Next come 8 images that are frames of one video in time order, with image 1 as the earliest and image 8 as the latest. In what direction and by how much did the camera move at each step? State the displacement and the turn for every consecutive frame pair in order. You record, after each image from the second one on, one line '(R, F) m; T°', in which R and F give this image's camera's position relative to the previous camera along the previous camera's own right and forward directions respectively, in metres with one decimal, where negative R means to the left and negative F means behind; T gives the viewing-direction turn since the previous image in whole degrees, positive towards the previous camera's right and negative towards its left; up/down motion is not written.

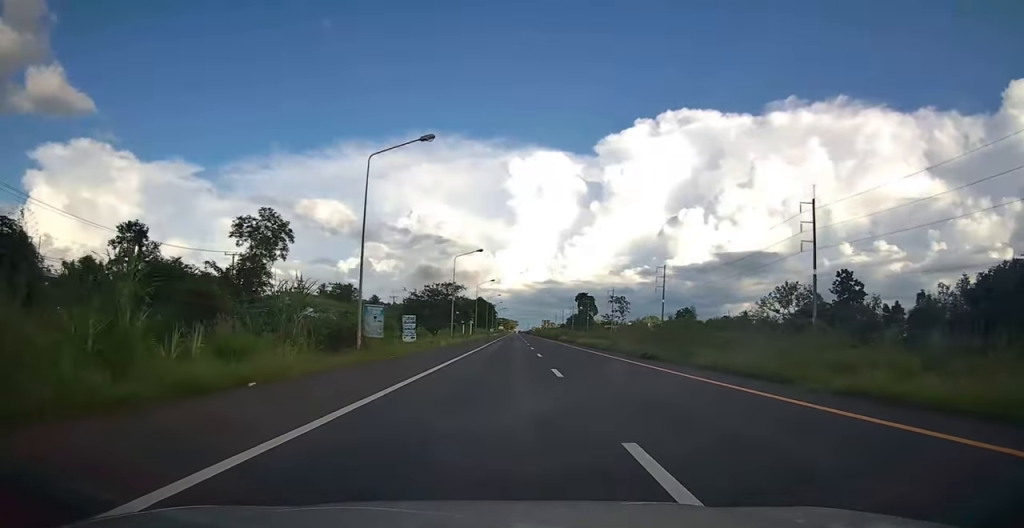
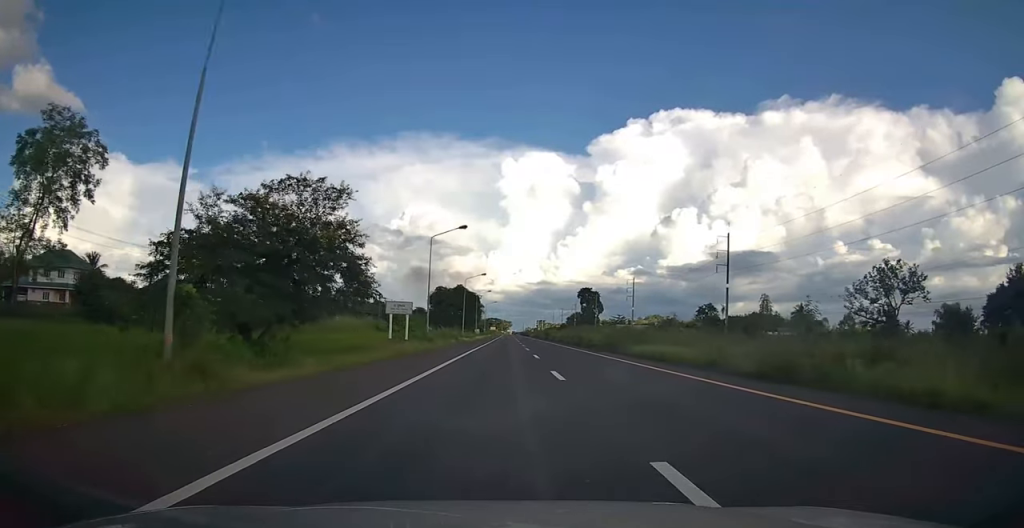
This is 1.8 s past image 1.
(+0.1, +49.2) m; 0°
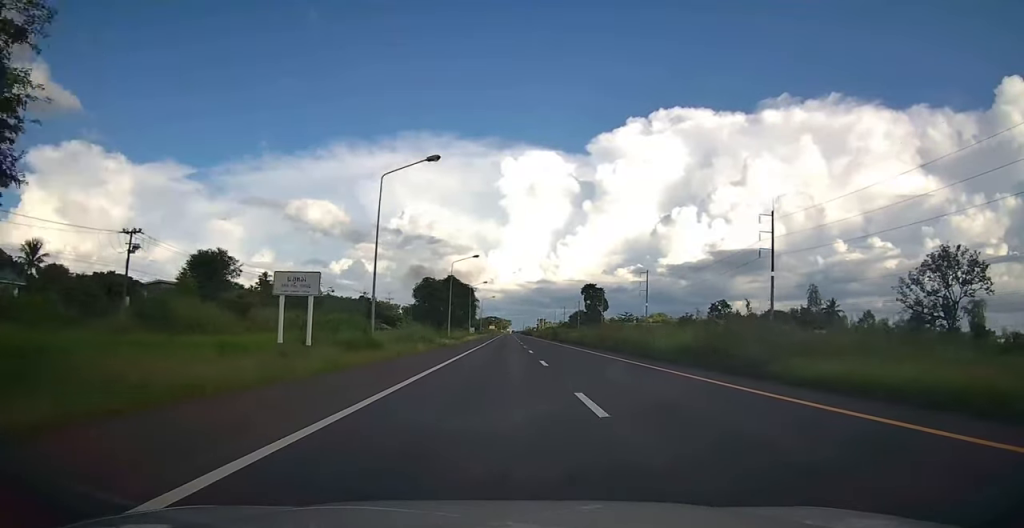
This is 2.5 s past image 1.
(+0.2, +18.2) m; 0°
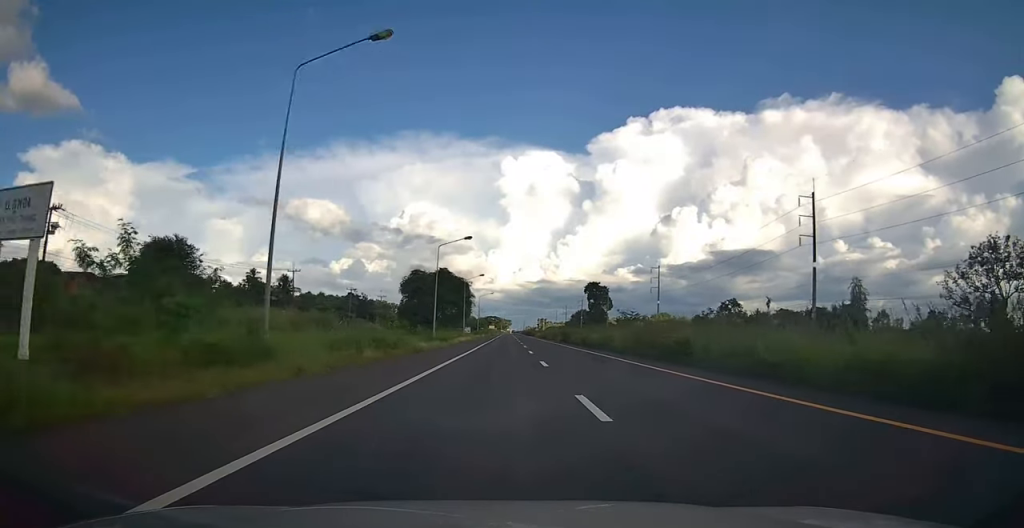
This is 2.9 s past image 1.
(0.0, +12.3) m; 0°
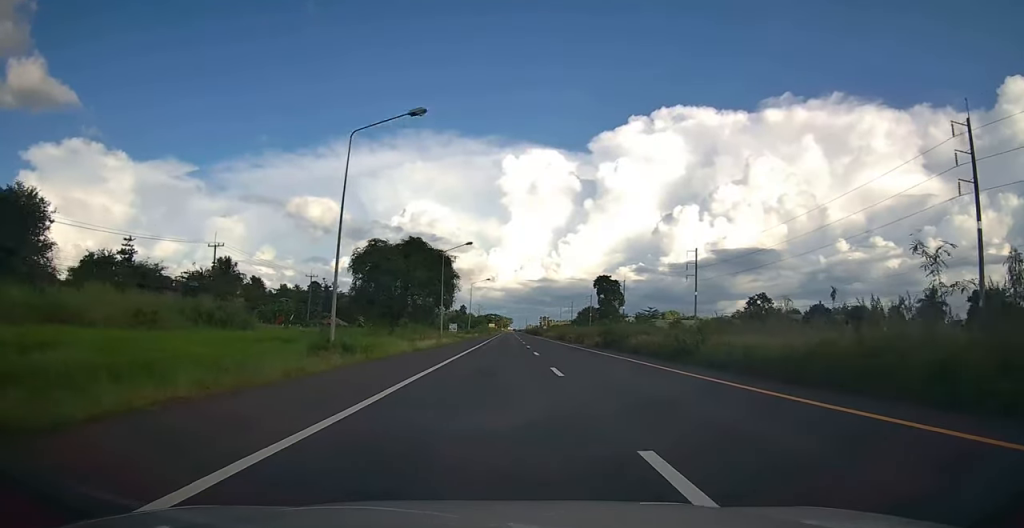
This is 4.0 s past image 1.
(+0.1, +29.1) m; 0°
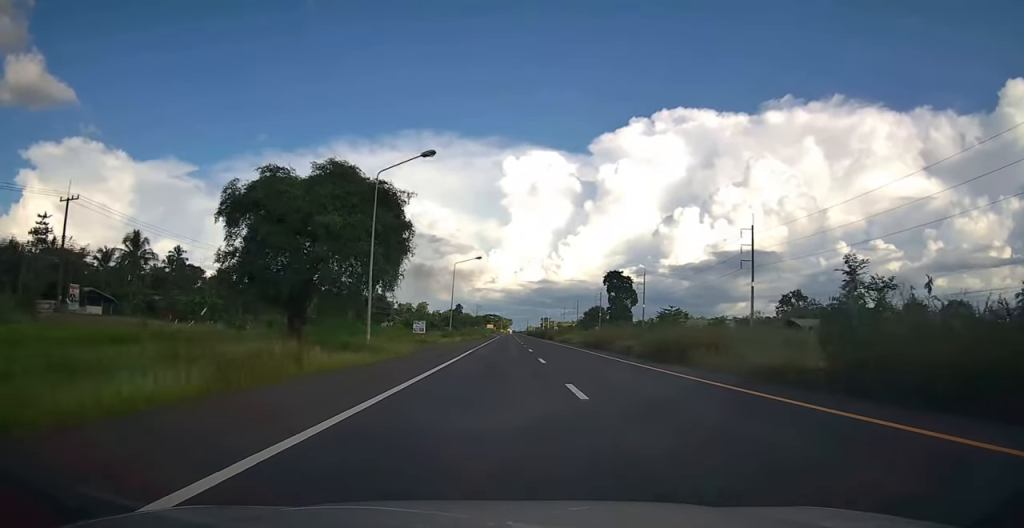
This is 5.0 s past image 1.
(0.0, +28.5) m; 0°
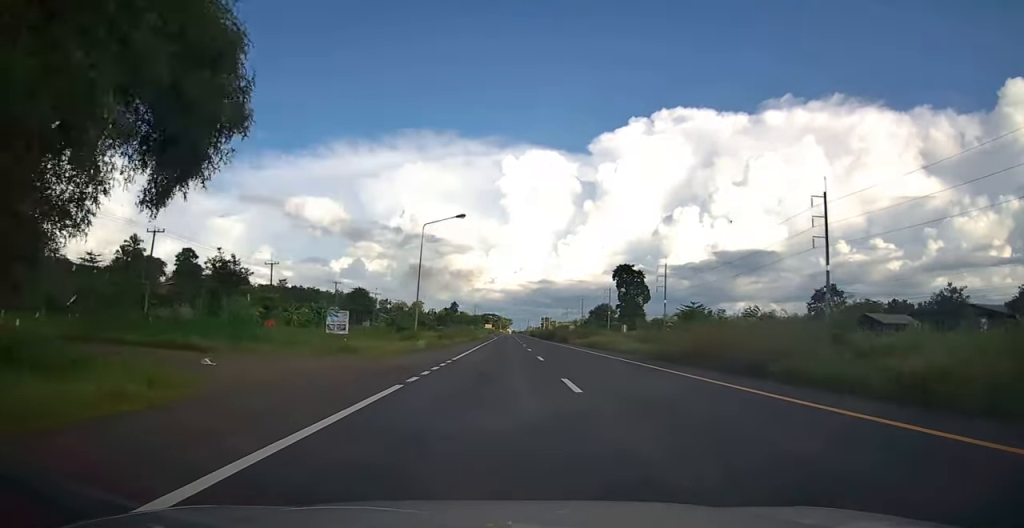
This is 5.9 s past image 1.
(-0.1, +23.1) m; 0°
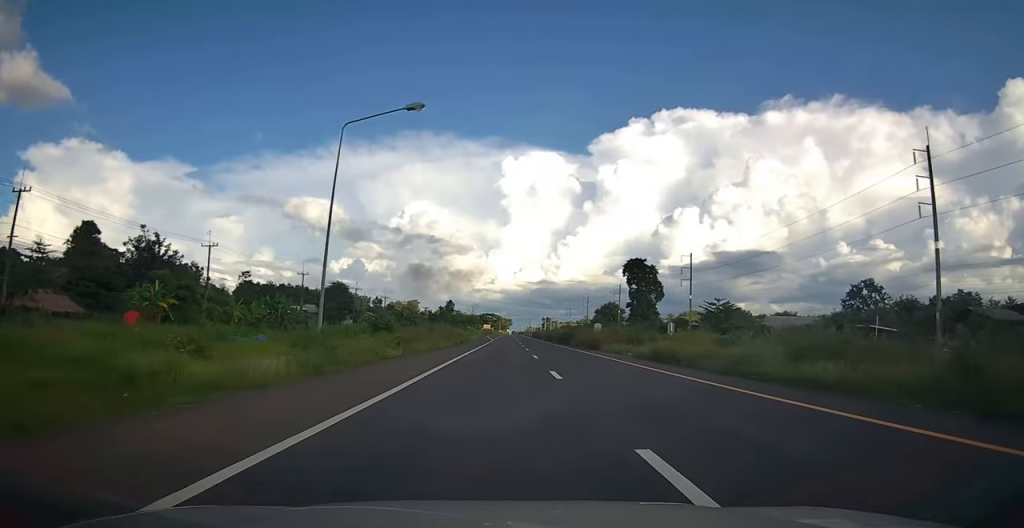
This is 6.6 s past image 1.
(0.0, +20.3) m; 0°
